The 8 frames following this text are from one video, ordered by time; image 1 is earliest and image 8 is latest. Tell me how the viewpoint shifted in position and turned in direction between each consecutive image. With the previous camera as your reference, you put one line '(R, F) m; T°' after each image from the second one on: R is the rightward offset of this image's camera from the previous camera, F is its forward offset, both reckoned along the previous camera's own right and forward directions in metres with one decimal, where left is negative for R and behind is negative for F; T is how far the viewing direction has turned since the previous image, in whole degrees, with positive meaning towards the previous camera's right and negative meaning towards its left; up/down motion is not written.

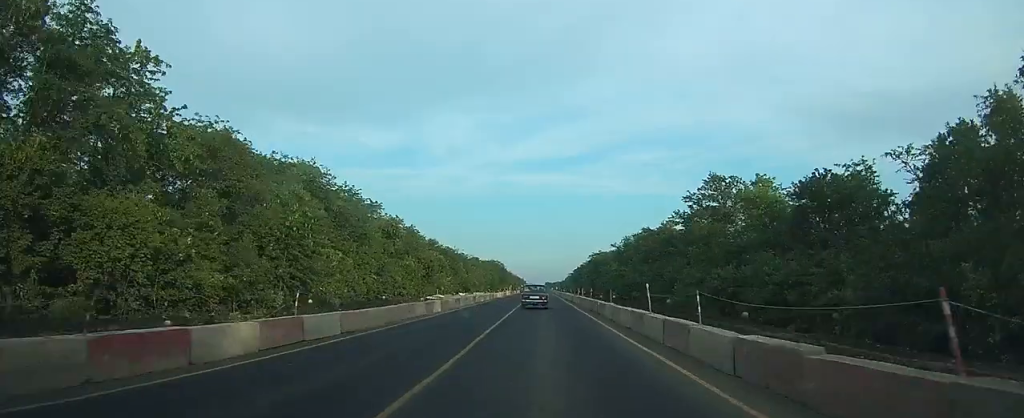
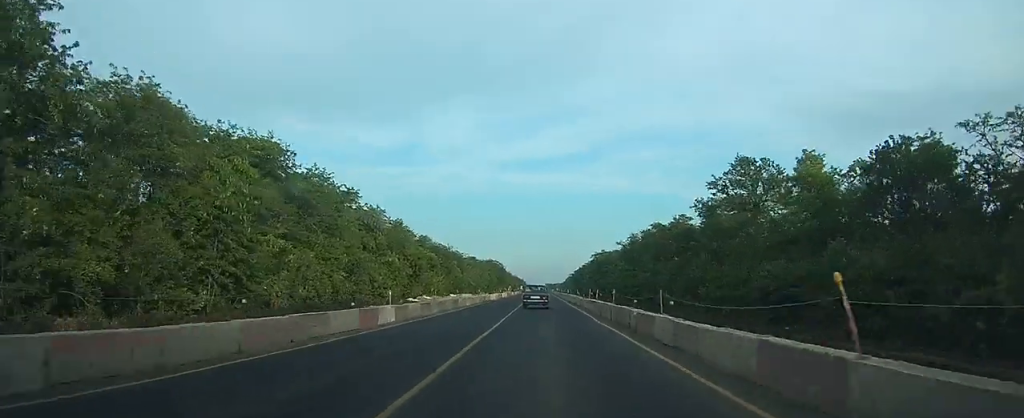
(0.0, +10.3) m; 0°
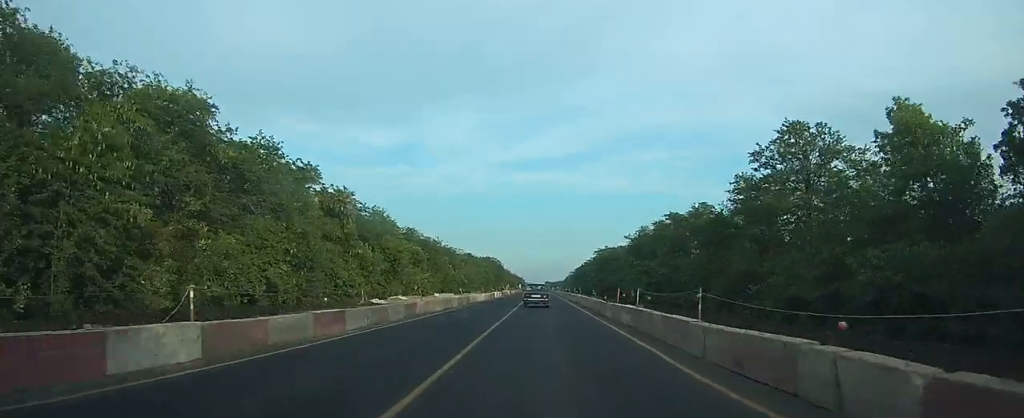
(0.0, +13.1) m; 0°
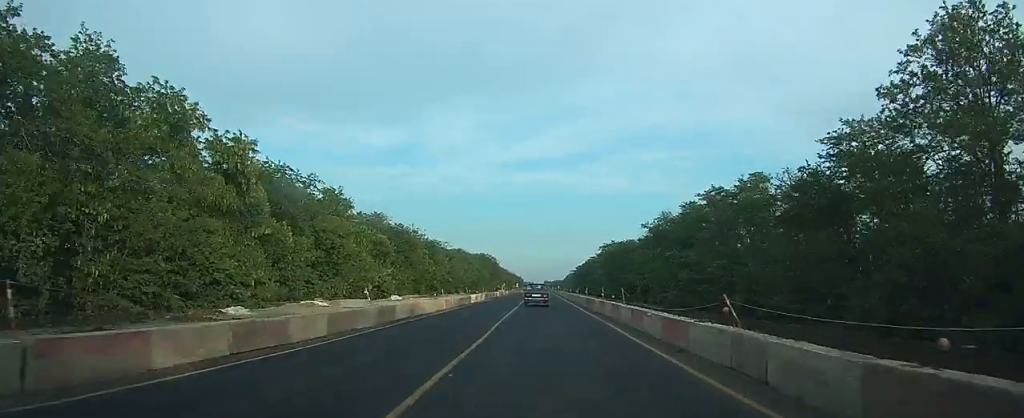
(-0.1, +22.8) m; 0°
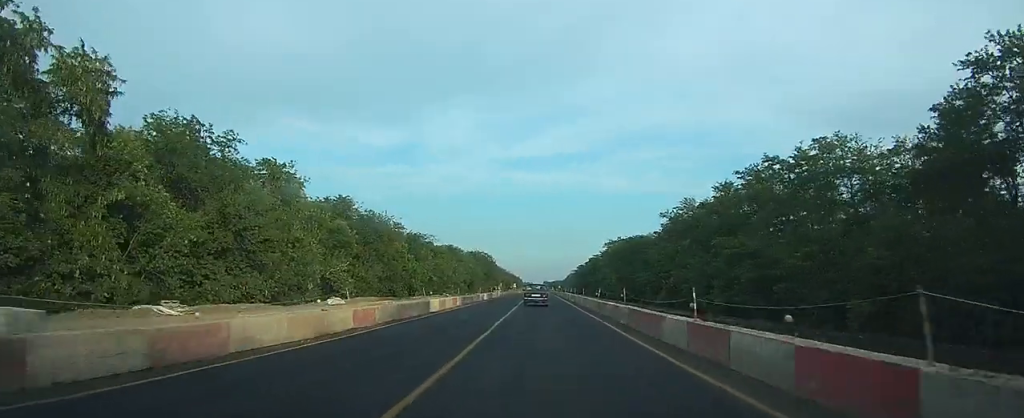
(0.0, +16.7) m; 0°
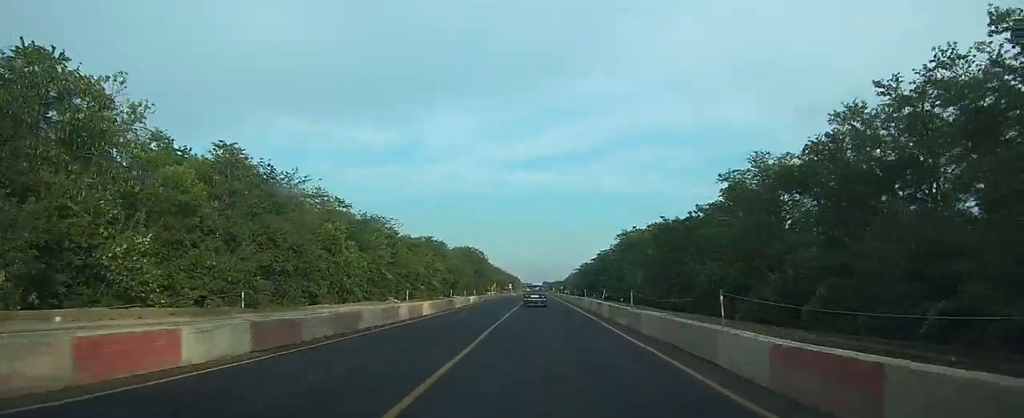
(+0.1, +30.1) m; 0°
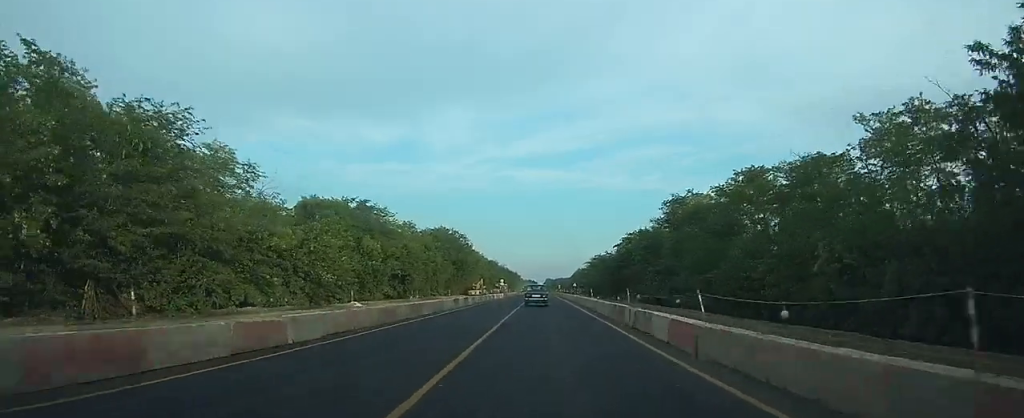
(0.0, +53.1) m; 0°
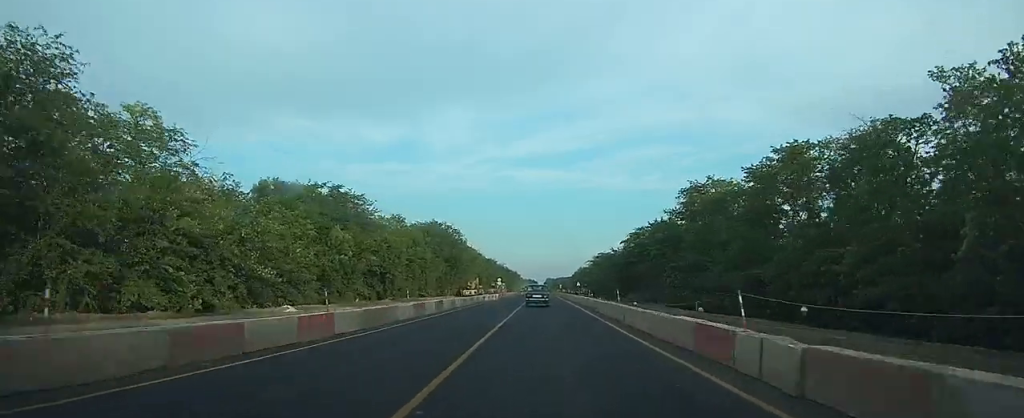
(0.0, +11.4) m; 0°
